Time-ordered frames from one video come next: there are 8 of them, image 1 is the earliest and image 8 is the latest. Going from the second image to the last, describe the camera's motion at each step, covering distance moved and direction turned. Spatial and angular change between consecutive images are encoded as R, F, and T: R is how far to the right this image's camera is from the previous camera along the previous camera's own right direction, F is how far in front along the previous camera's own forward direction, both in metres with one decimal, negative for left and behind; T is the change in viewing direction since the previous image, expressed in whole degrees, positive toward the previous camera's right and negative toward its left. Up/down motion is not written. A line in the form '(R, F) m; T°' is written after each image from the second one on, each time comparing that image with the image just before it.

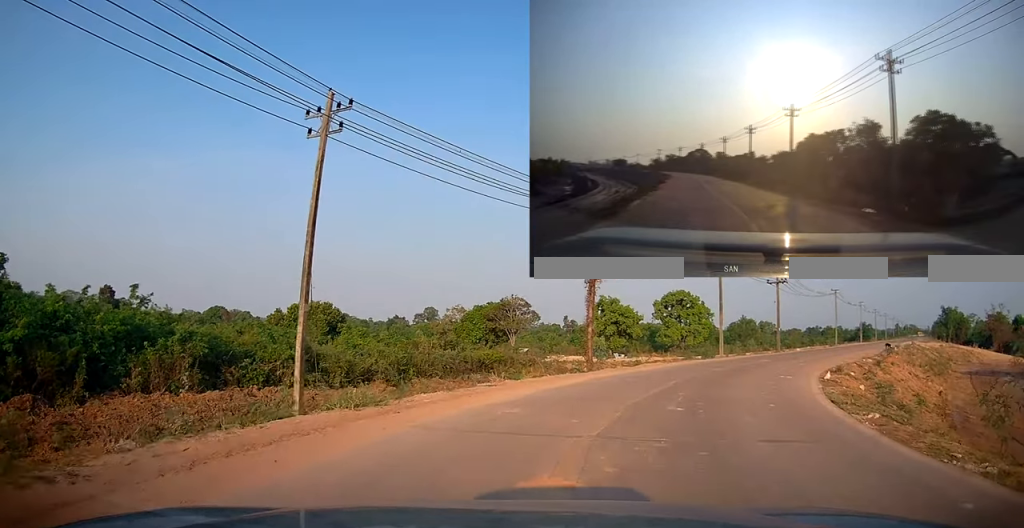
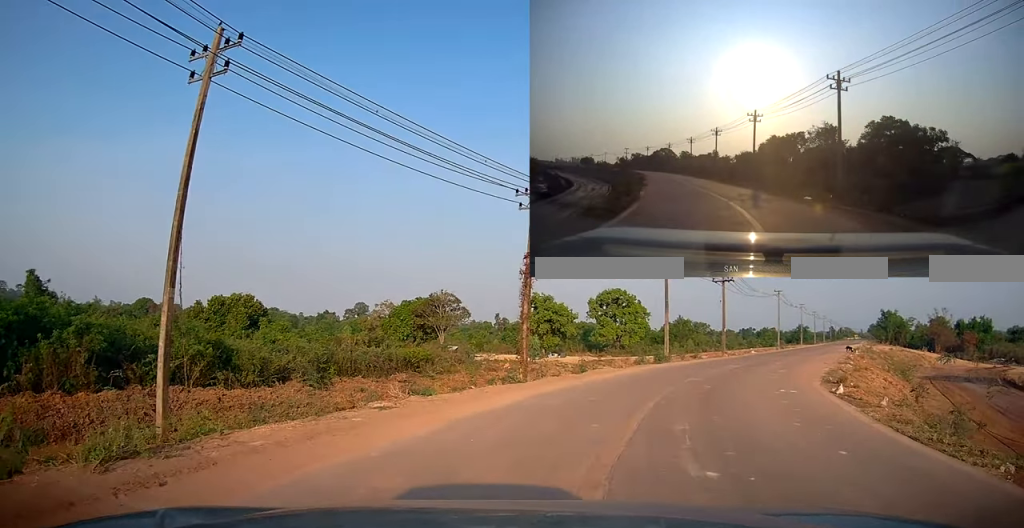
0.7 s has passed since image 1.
(+0.2, +4.2) m; +6°
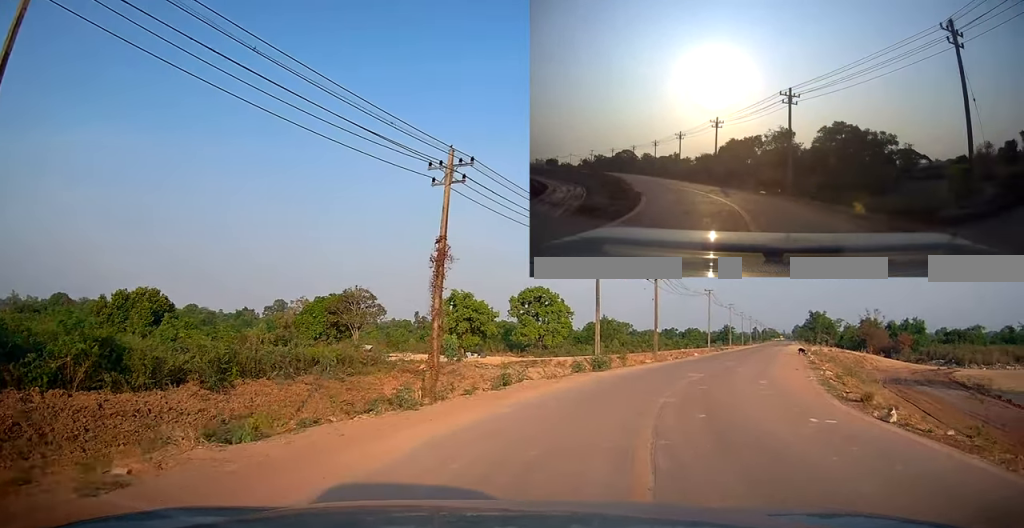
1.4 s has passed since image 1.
(+0.2, +4.9) m; +8°
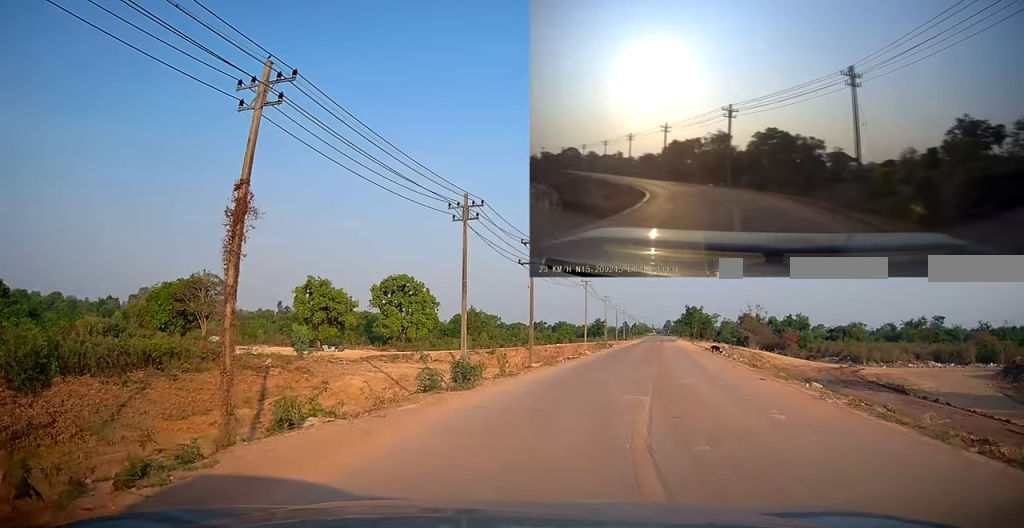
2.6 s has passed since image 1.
(+1.0, +7.9) m; +10°
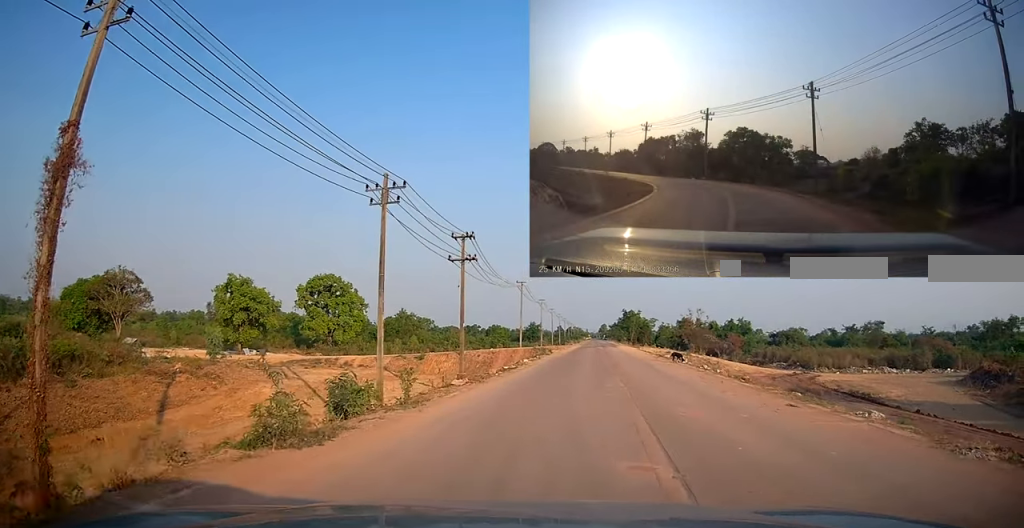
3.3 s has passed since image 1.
(+0.1, +5.3) m; +5°
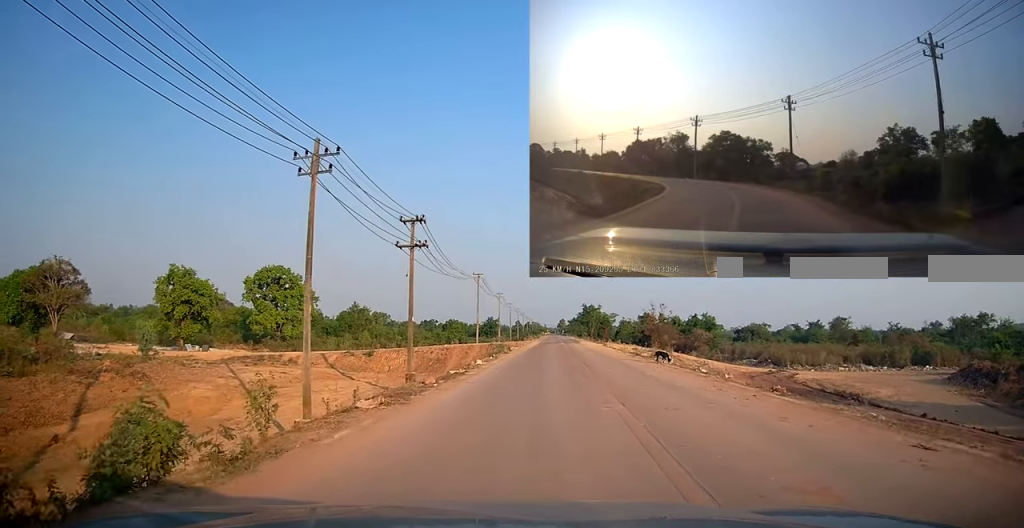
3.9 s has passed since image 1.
(0.0, +4.8) m; +5°
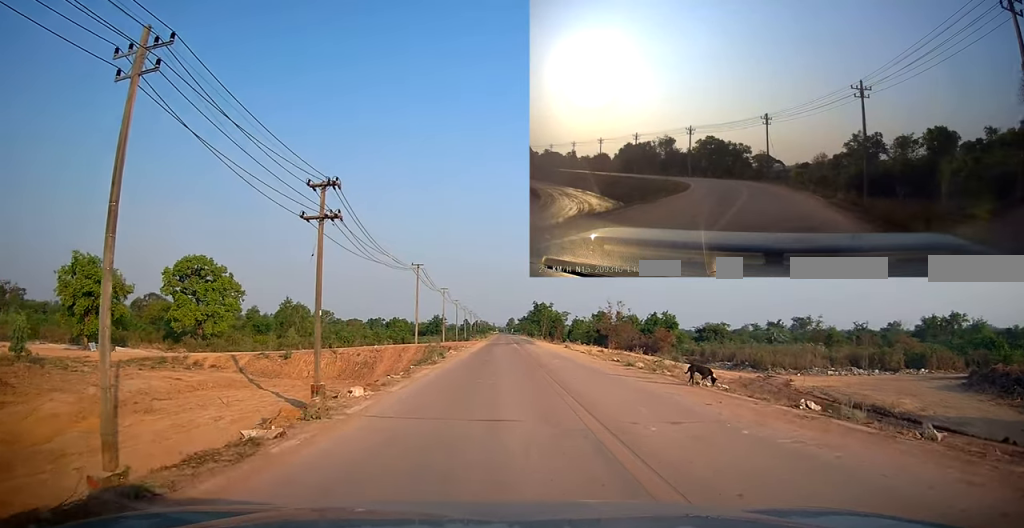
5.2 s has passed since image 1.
(+1.2, +10.6) m; +7°
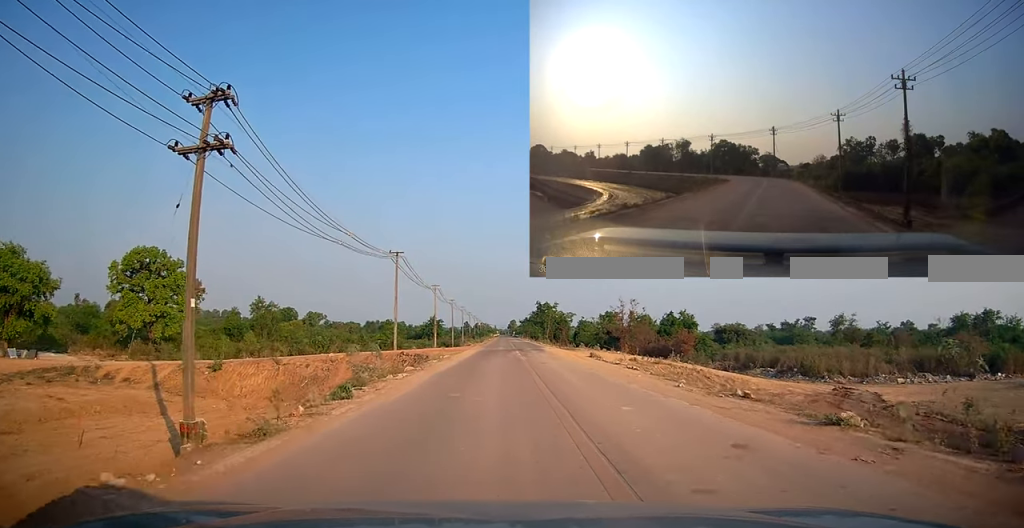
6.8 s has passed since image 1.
(-0.4, +14.6) m; -3°
